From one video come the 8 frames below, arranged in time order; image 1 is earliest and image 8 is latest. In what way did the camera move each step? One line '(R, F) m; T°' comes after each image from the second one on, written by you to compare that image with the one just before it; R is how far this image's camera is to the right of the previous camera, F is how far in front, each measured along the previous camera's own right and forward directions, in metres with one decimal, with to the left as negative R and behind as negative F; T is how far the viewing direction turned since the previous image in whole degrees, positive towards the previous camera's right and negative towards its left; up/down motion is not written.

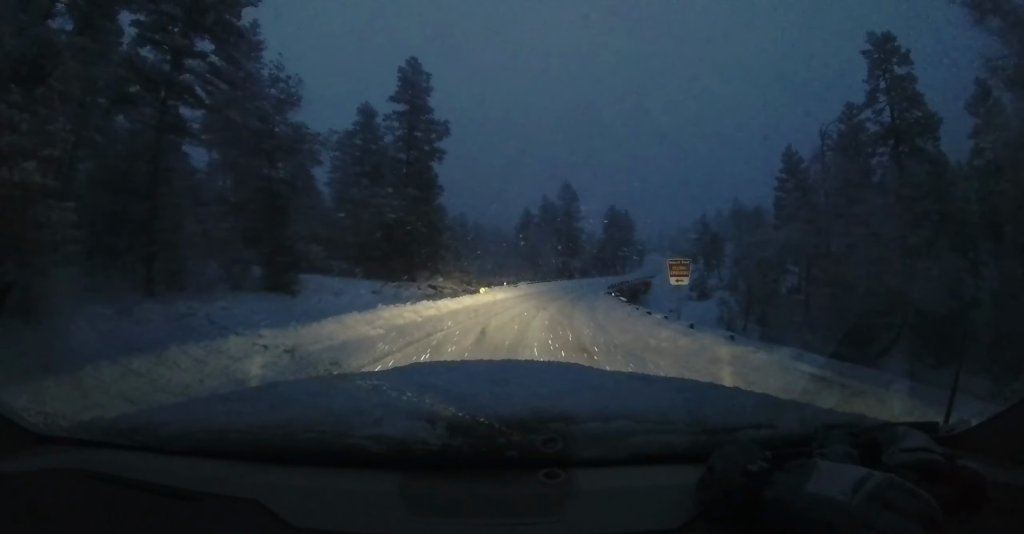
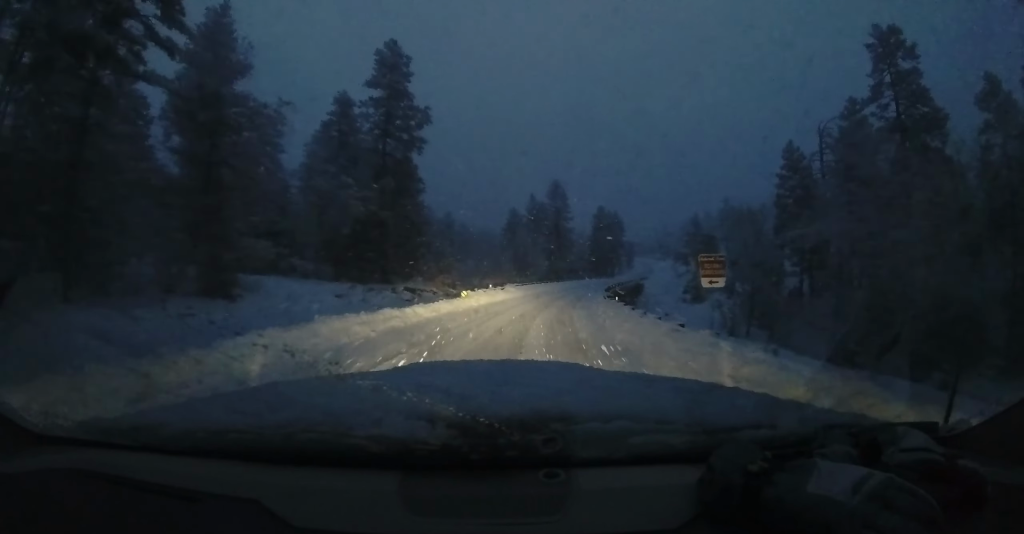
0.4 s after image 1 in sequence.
(+0.1, +3.3) m; +3°
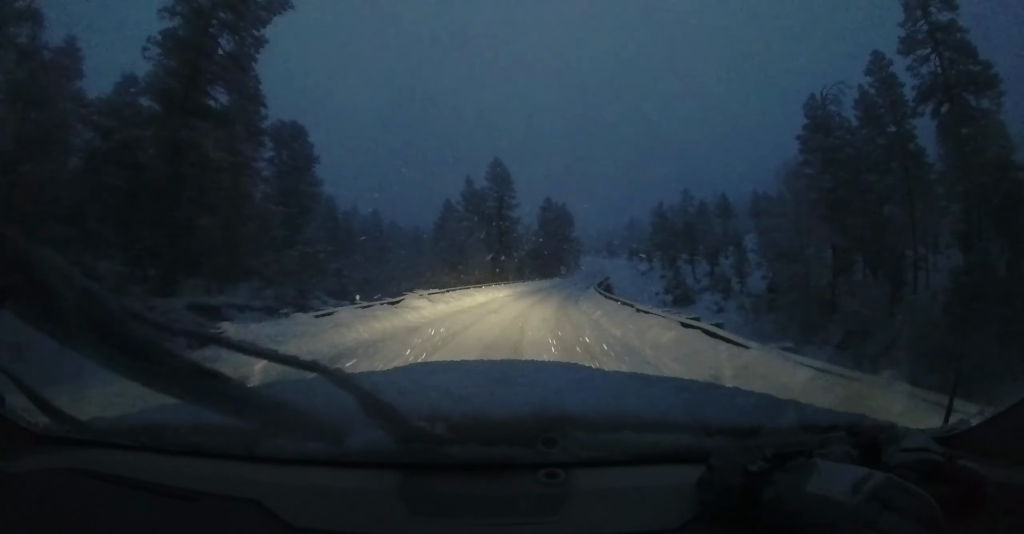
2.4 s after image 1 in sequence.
(+1.5, +16.4) m; +9°
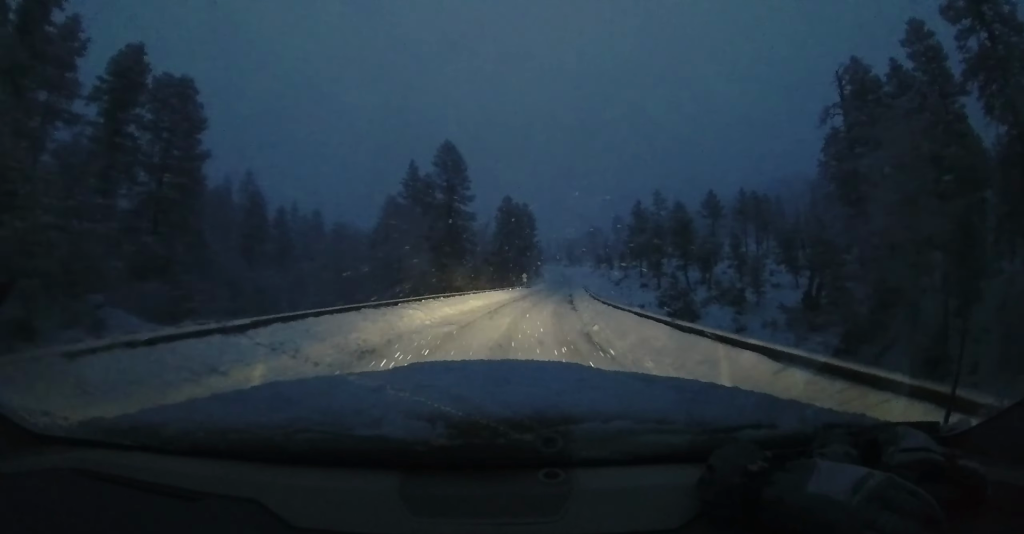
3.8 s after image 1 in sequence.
(+1.0, +12.8) m; +6°
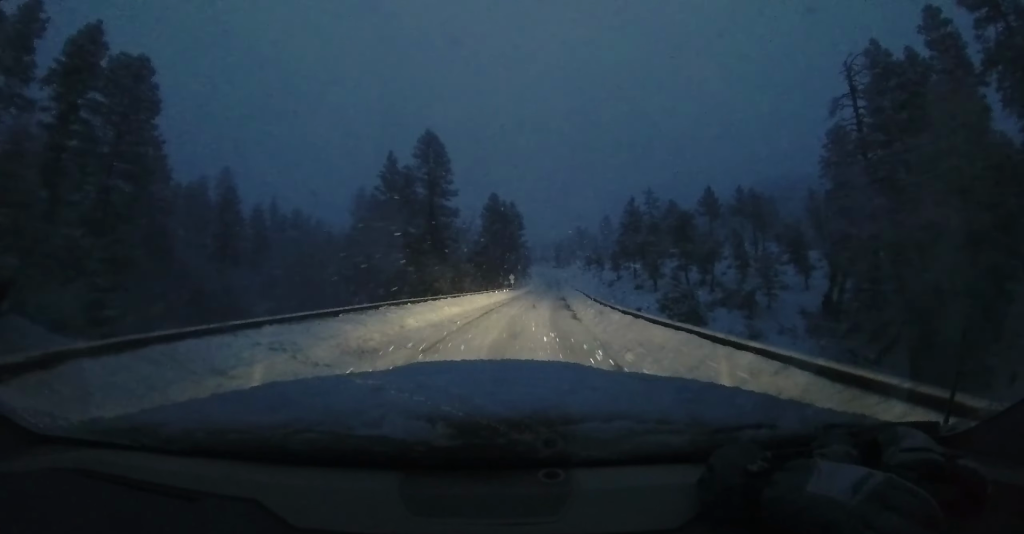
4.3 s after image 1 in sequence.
(0.0, +4.1) m; +1°
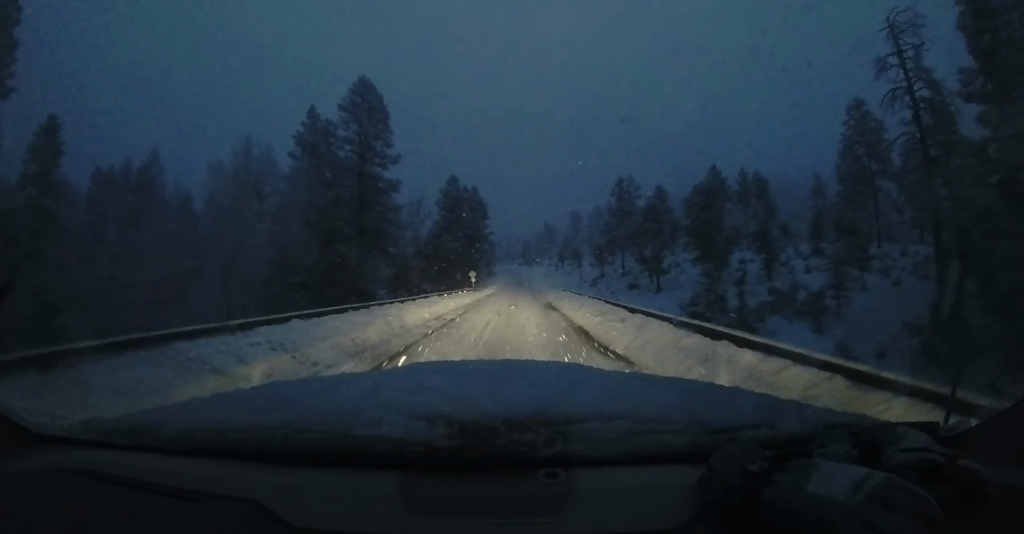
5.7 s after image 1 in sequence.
(+0.7, +13.2) m; +6°
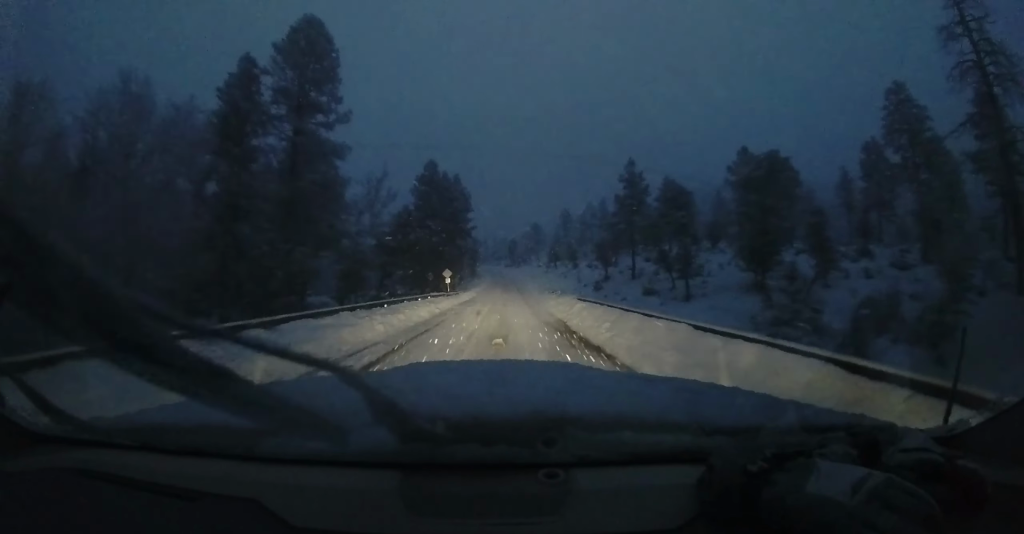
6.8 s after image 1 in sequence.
(+0.5, +10.1) m; +3°
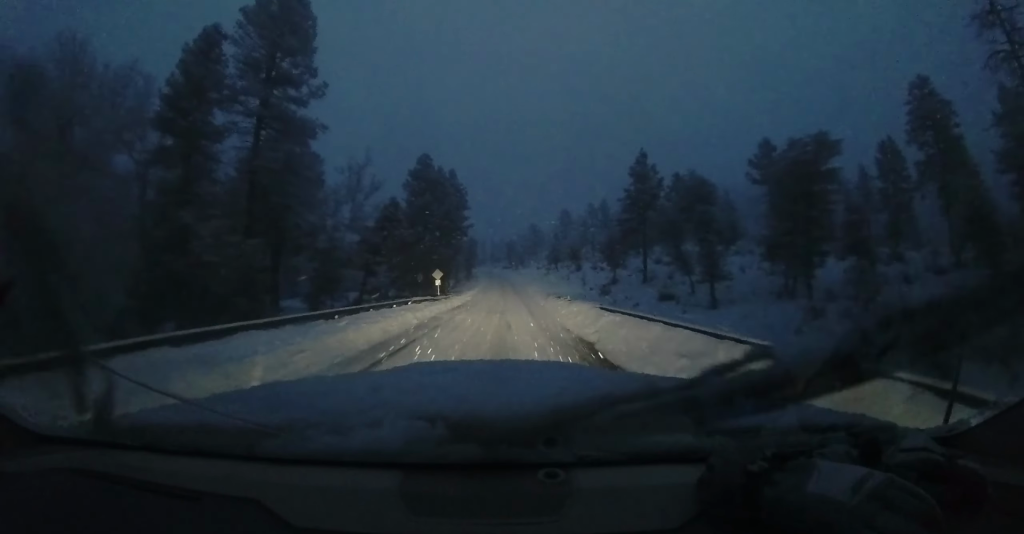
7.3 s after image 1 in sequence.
(+0.1, +4.6) m; 0°
